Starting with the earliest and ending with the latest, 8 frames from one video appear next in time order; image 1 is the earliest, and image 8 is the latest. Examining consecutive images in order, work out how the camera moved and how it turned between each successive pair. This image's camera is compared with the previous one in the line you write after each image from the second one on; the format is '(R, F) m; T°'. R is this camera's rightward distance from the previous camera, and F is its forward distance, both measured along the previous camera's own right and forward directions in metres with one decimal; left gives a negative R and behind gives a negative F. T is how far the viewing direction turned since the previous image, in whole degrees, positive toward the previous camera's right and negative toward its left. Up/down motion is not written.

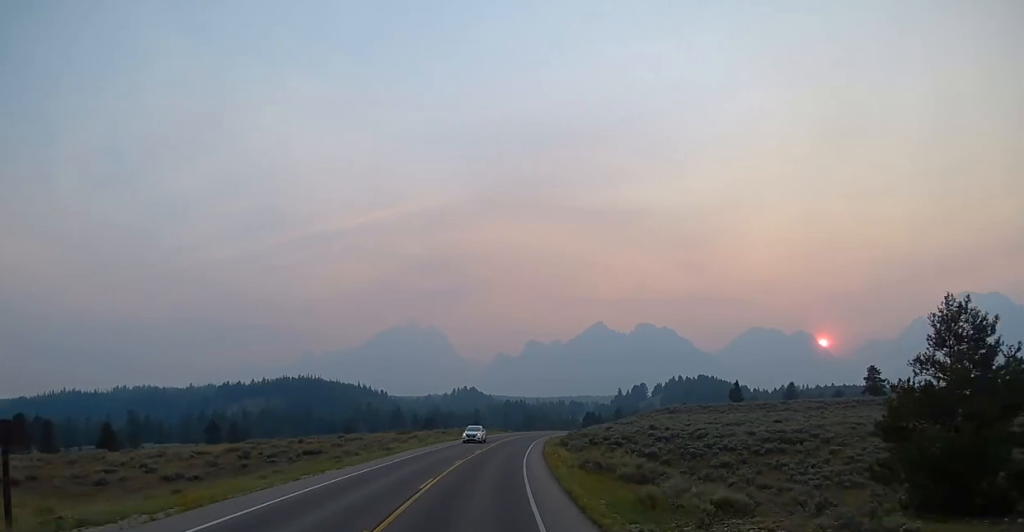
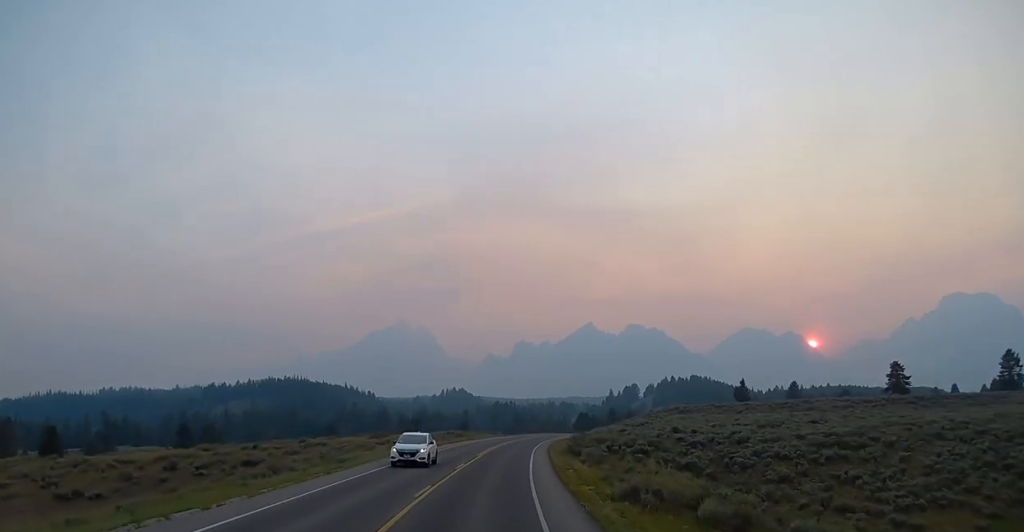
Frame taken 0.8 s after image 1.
(+0.2, +13.7) m; +1°
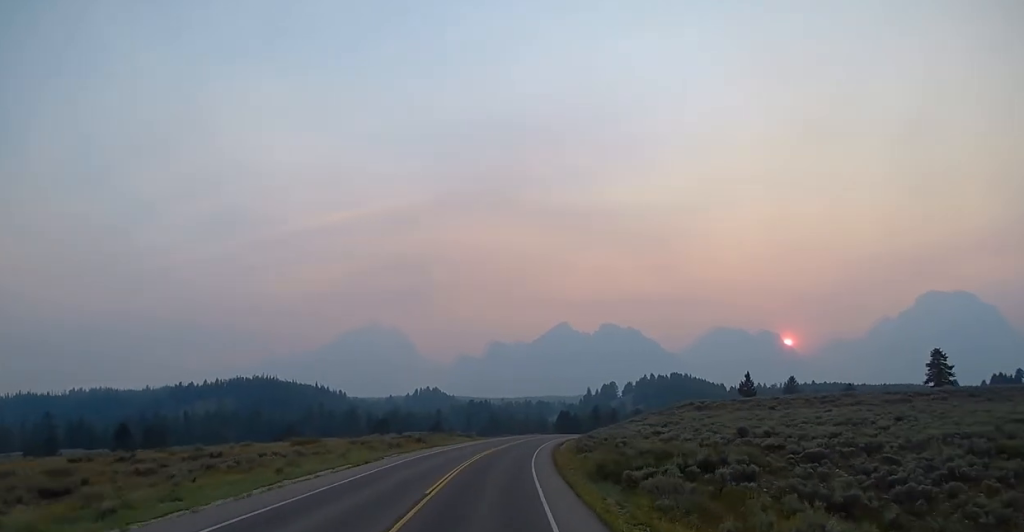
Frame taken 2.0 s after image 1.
(+0.4, +23.9) m; +2°
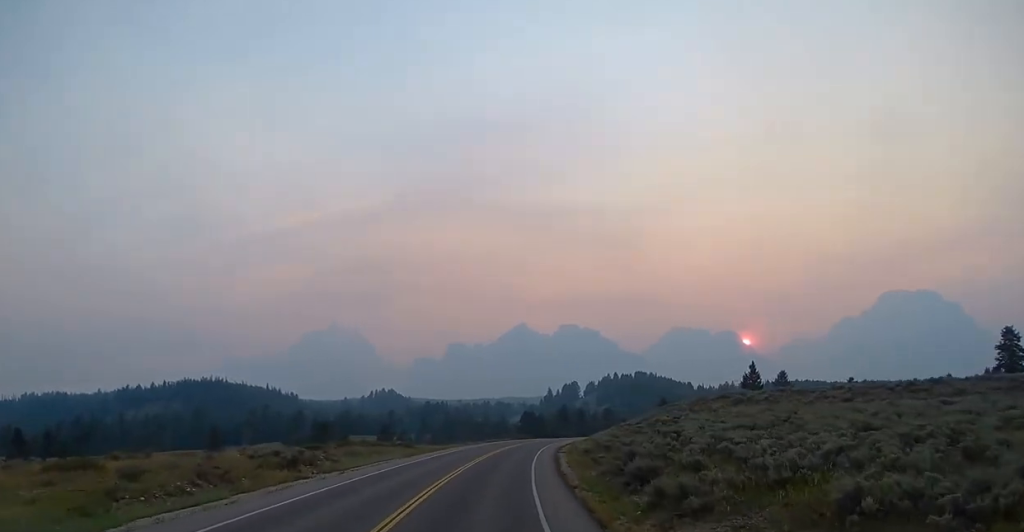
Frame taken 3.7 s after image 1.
(+0.5, +30.1) m; +3°
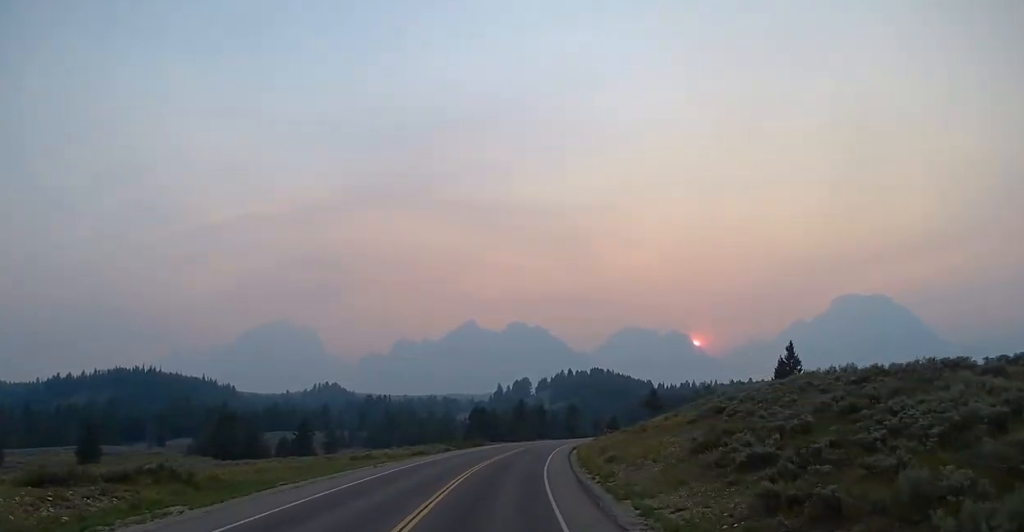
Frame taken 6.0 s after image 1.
(+2.3, +40.8) m; +6°
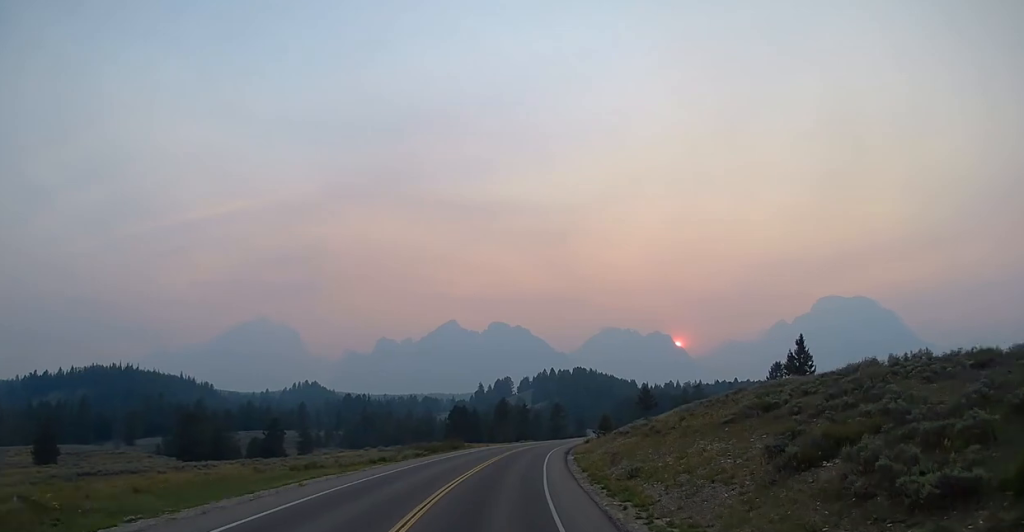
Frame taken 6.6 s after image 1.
(+0.2, +10.9) m; +1°
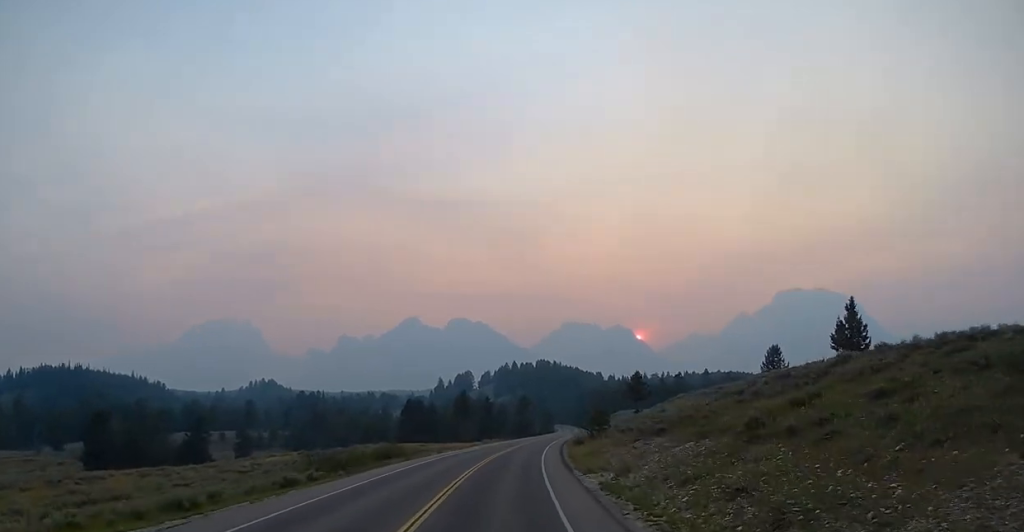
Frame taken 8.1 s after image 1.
(+0.5, +26.1) m; +3°
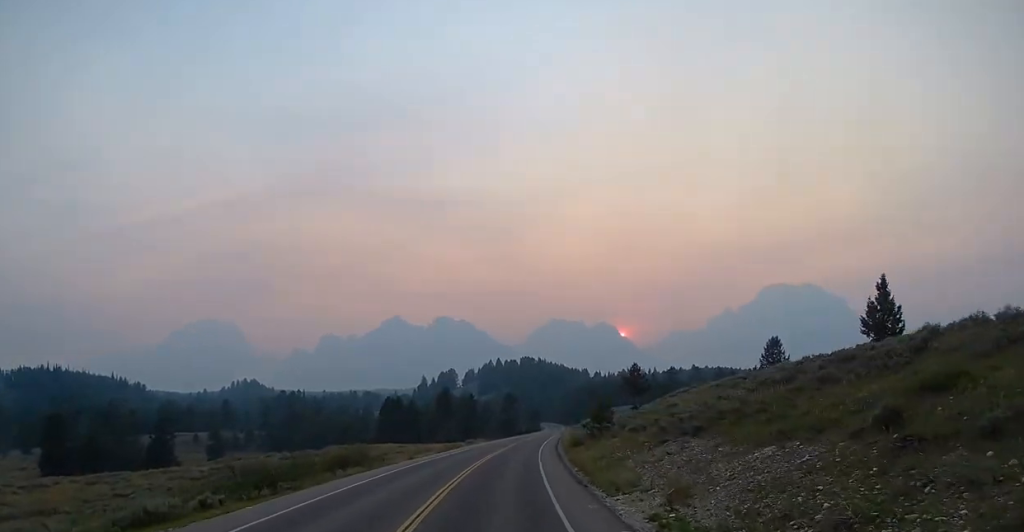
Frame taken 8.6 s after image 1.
(0.0, +10.1) m; +1°
